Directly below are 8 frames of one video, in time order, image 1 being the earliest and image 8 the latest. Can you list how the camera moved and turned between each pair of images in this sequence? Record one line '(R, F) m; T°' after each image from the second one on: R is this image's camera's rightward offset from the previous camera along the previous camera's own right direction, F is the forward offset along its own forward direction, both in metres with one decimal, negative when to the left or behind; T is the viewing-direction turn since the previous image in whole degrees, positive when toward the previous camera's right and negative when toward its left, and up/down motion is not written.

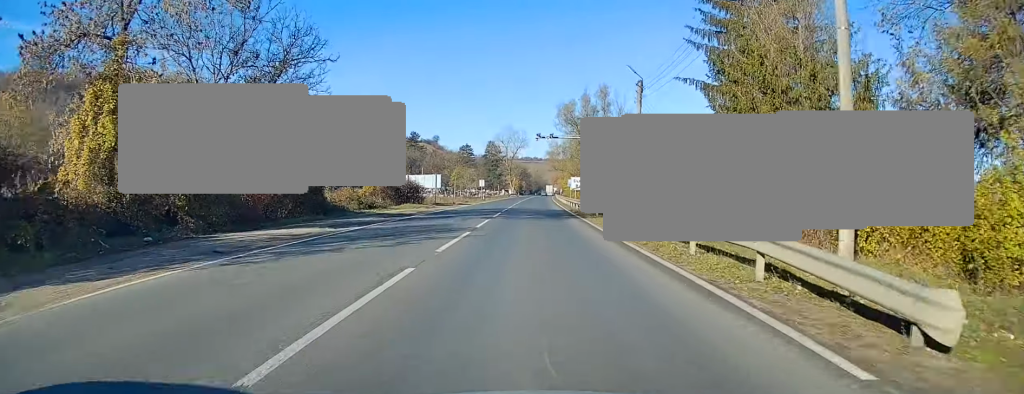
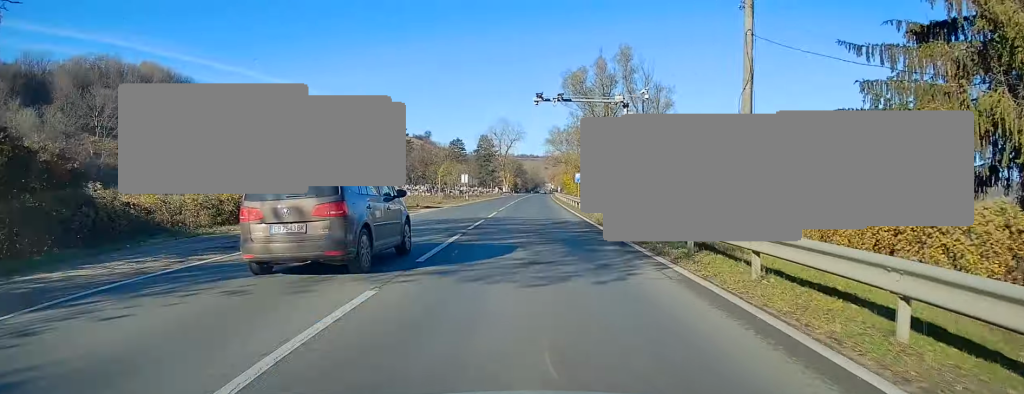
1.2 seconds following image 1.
(-0.1, +19.5) m; 0°
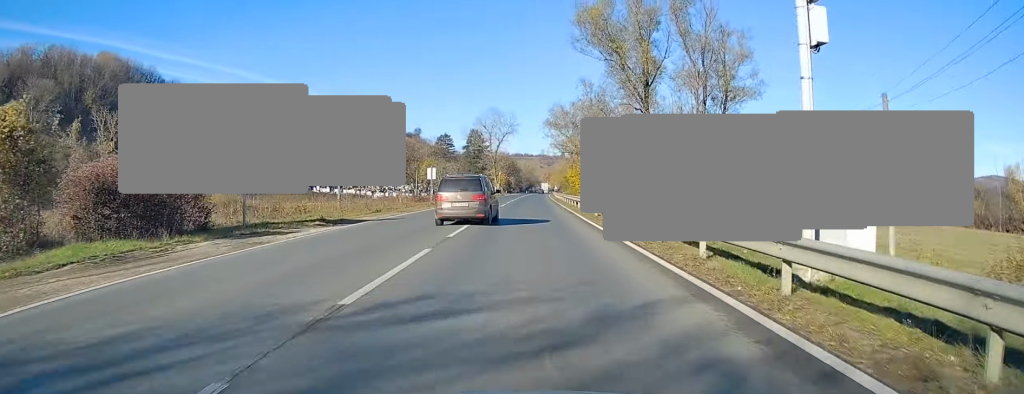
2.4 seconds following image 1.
(-0.1, +21.5) m; -1°
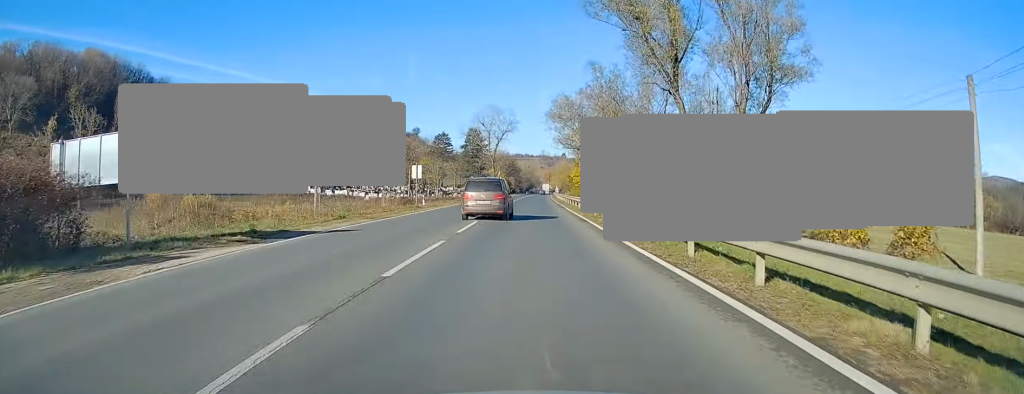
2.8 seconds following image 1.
(0.0, +7.0) m; 0°
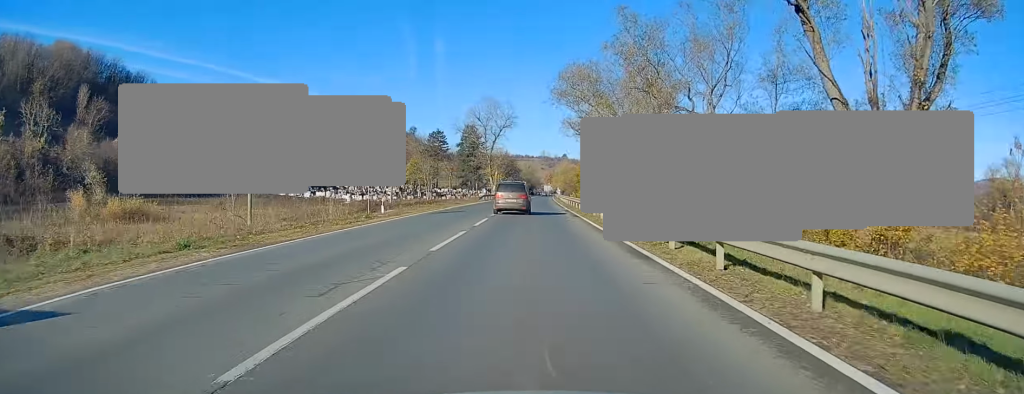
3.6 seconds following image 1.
(-0.1, +13.7) m; +1°
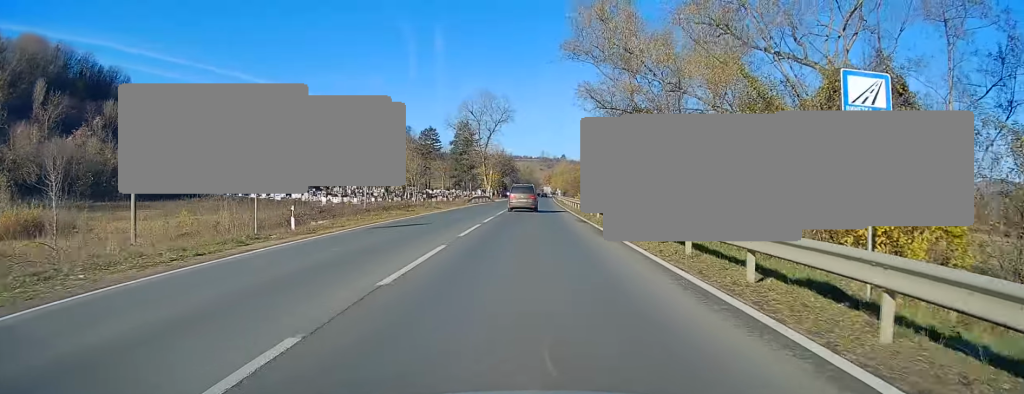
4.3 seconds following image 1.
(+0.3, +13.2) m; 0°
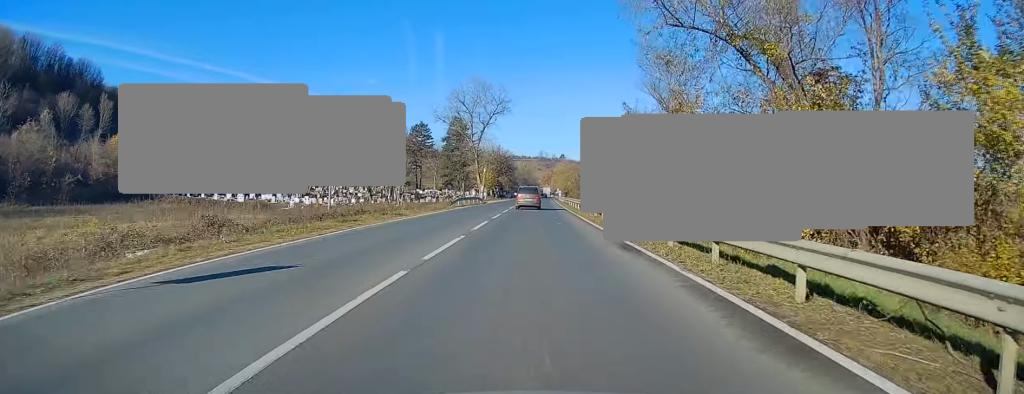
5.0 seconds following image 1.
(0.0, +13.3) m; 0°
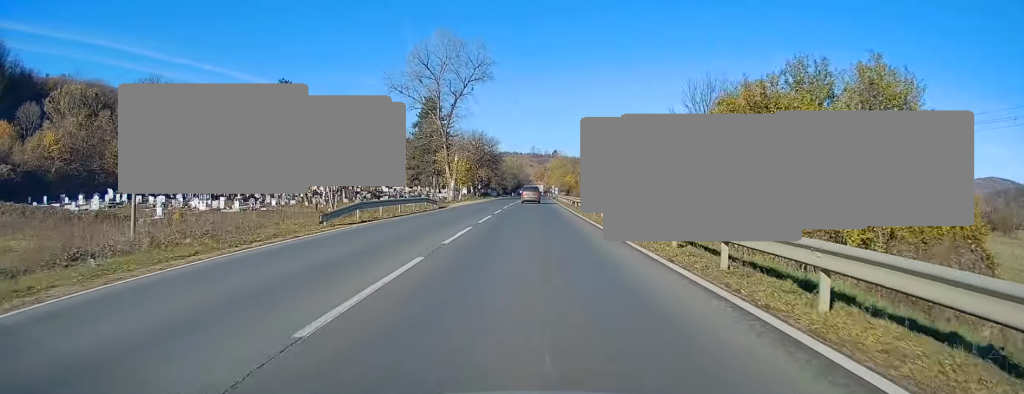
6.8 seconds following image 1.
(-0.1, +32.3) m; +2°
